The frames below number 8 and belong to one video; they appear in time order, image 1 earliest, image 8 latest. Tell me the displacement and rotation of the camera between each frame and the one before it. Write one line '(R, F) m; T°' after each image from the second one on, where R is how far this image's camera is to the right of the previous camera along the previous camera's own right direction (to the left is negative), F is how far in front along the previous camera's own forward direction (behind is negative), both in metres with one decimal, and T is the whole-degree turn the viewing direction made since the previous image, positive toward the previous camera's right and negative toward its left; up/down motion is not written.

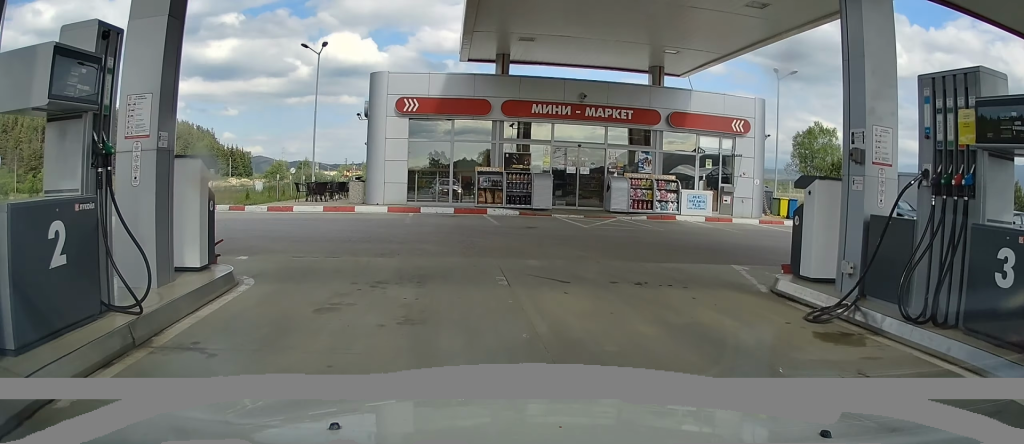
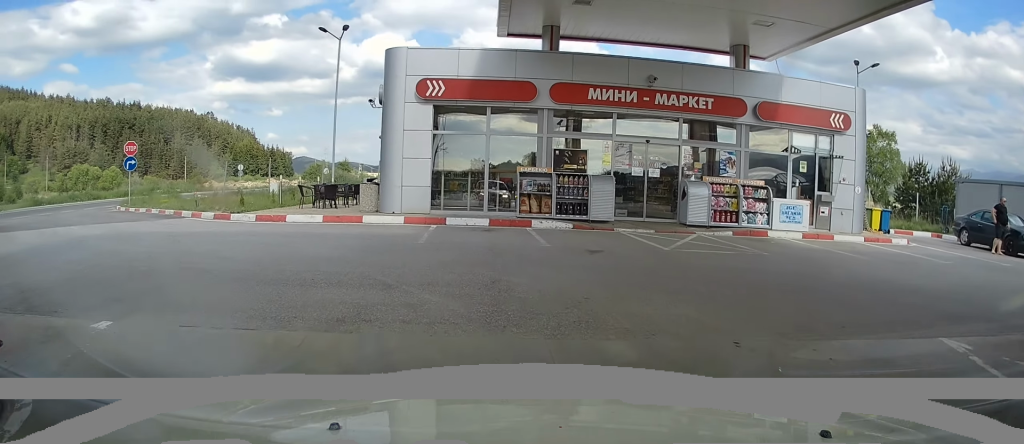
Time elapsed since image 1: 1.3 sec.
(-0.6, +4.2) m; -4°
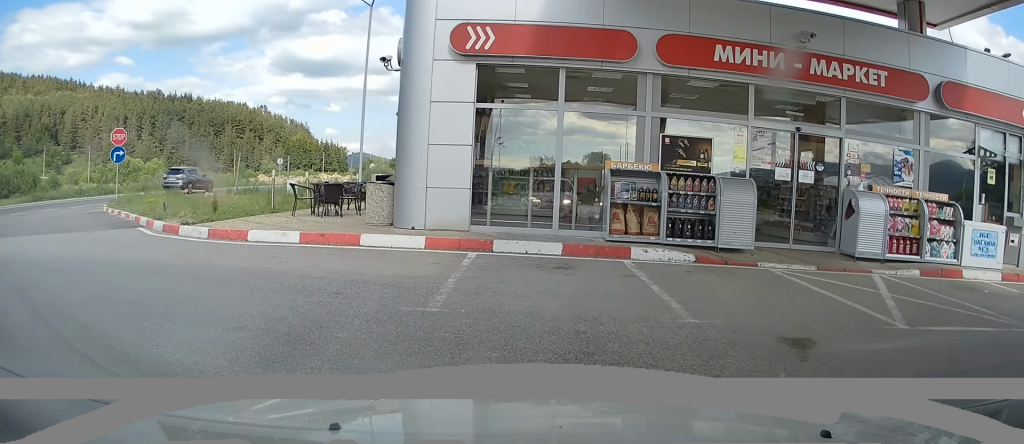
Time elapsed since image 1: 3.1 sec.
(+0.8, +5.8) m; +2°
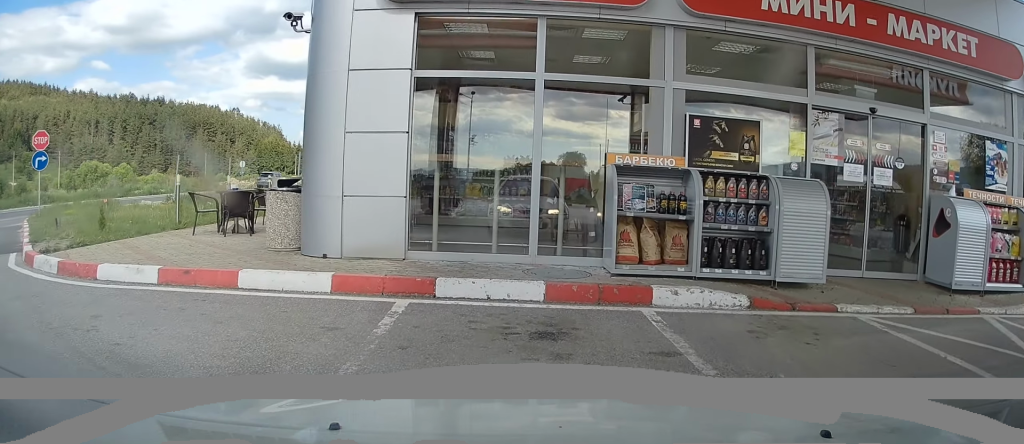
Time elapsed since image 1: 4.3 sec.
(-0.4, +3.3) m; 0°
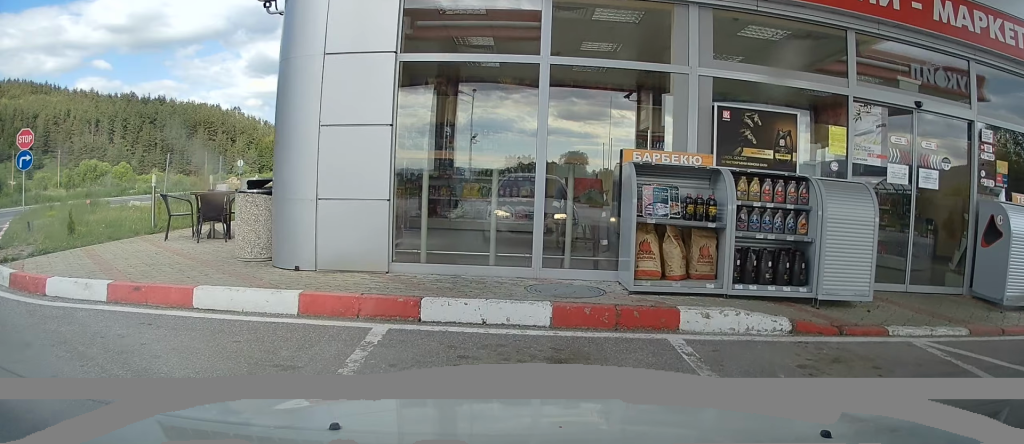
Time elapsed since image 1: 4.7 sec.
(+0.2, +1.0) m; +1°
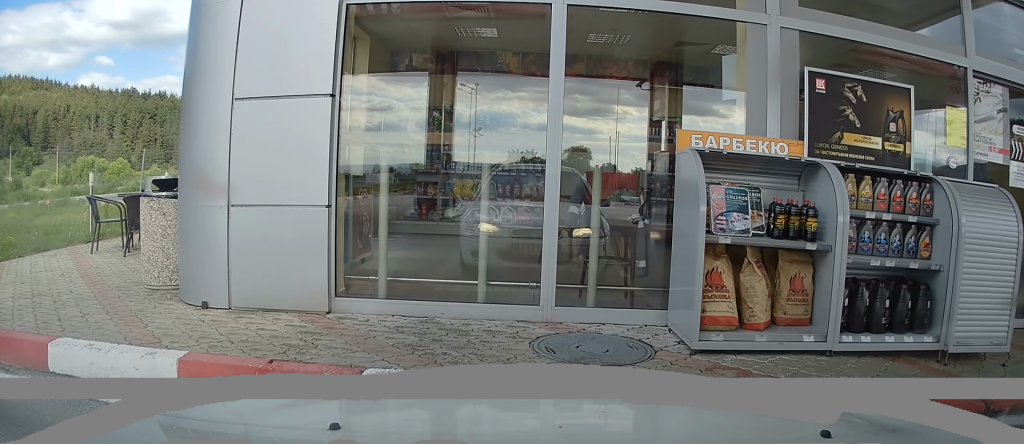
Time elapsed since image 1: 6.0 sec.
(+0.1, +2.9) m; +1°
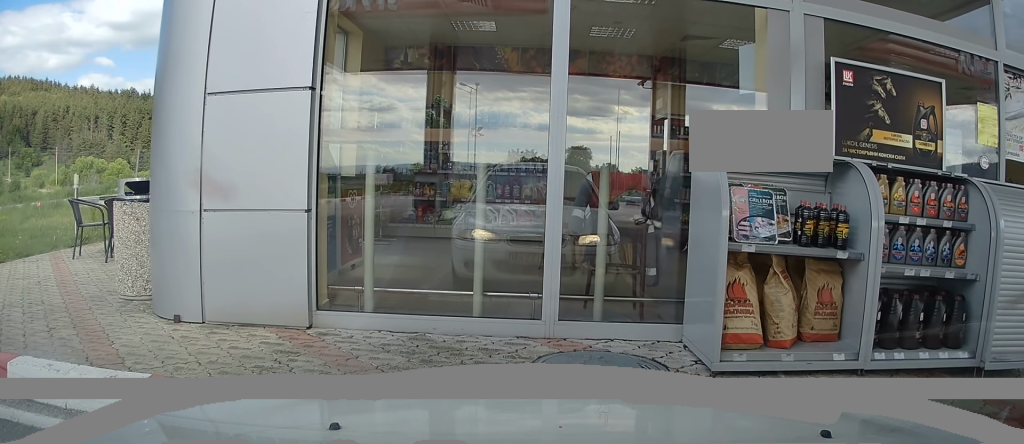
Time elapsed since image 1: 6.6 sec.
(-0.2, +0.8) m; 0°
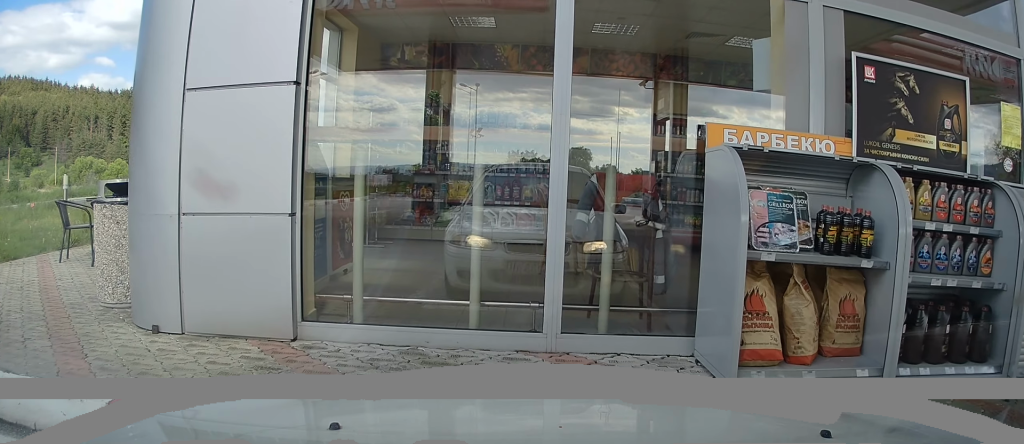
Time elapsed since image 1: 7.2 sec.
(-0.1, +0.3) m; 0°
